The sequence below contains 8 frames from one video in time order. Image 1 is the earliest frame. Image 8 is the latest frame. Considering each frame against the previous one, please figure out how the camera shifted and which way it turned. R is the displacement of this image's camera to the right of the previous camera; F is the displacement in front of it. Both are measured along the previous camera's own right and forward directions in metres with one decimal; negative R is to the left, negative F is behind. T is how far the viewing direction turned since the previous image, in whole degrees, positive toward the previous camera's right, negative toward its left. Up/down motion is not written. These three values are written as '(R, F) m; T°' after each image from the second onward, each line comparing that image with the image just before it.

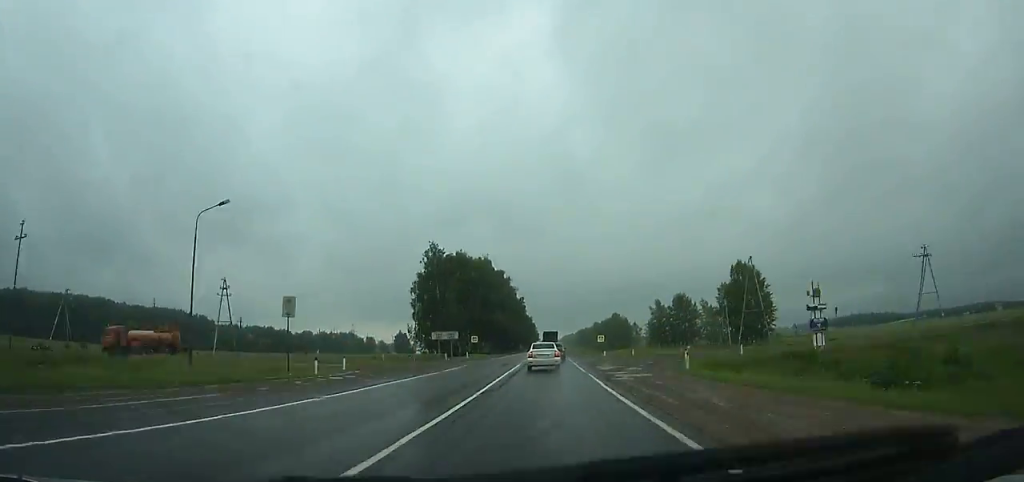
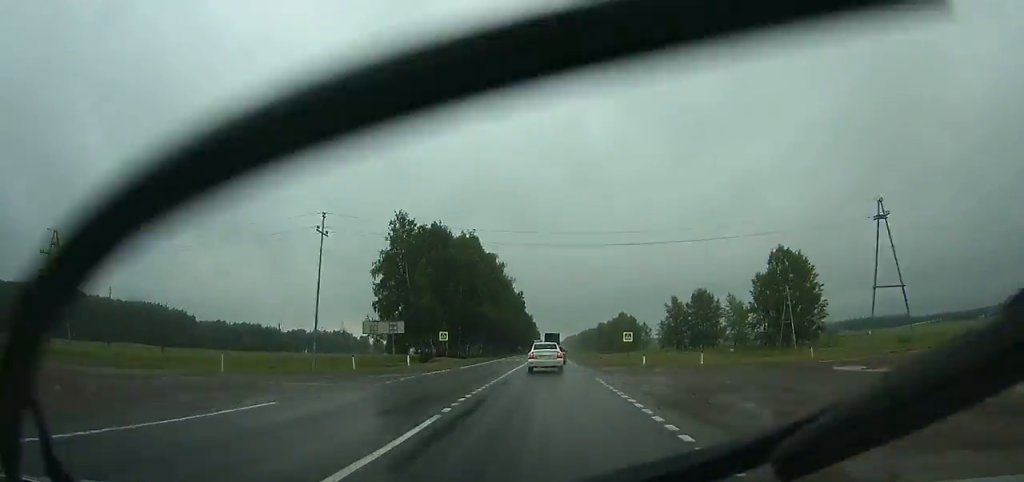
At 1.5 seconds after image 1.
(0.0, +28.2) m; 0°
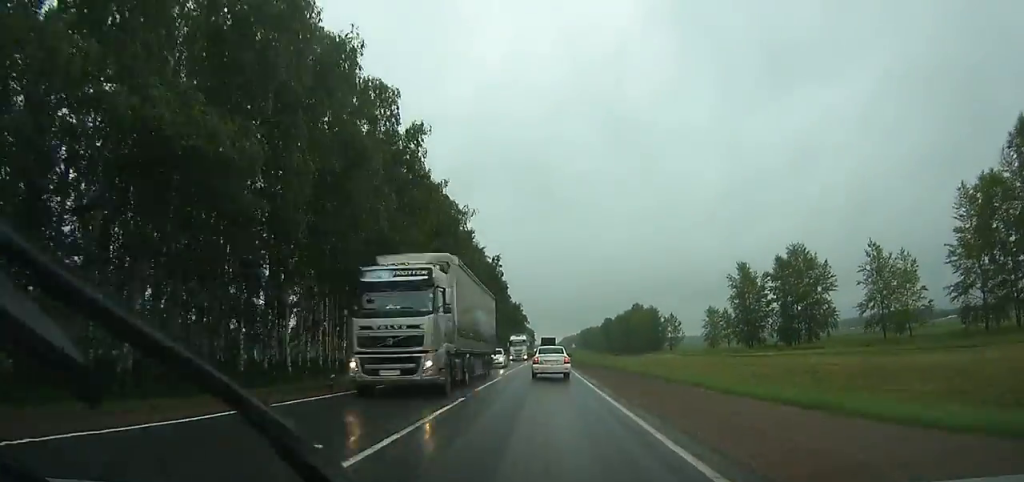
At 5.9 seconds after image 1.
(+0.2, +81.8) m; 0°
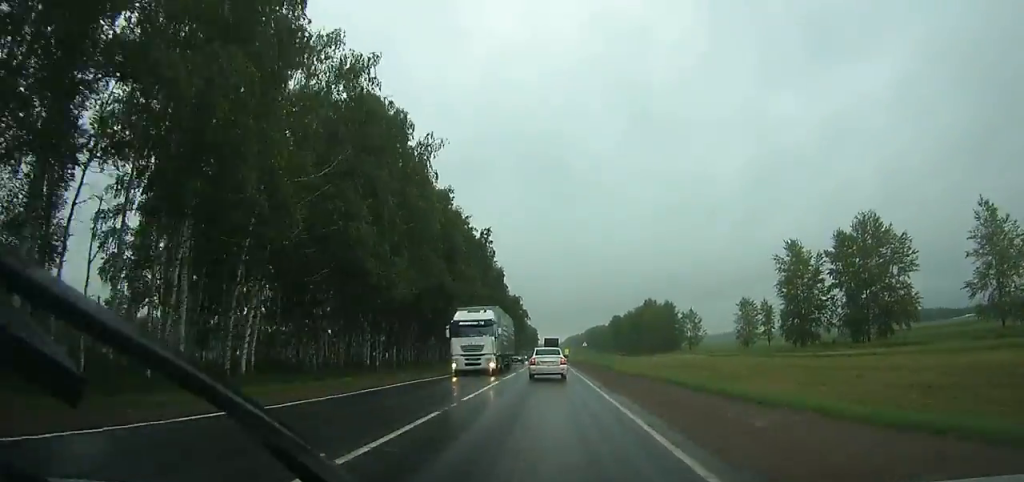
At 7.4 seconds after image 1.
(+0.1, +27.8) m; 0°
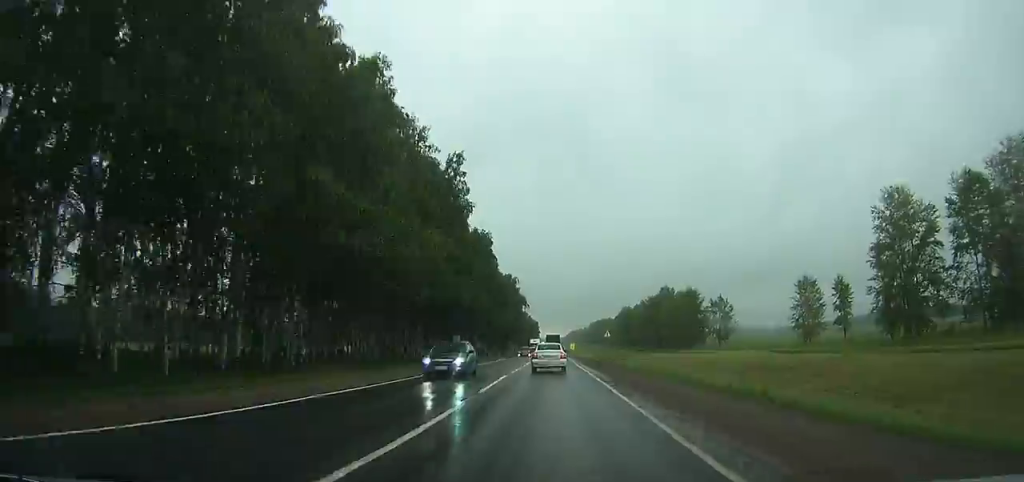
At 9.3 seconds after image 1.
(-0.2, +35.2) m; 0°
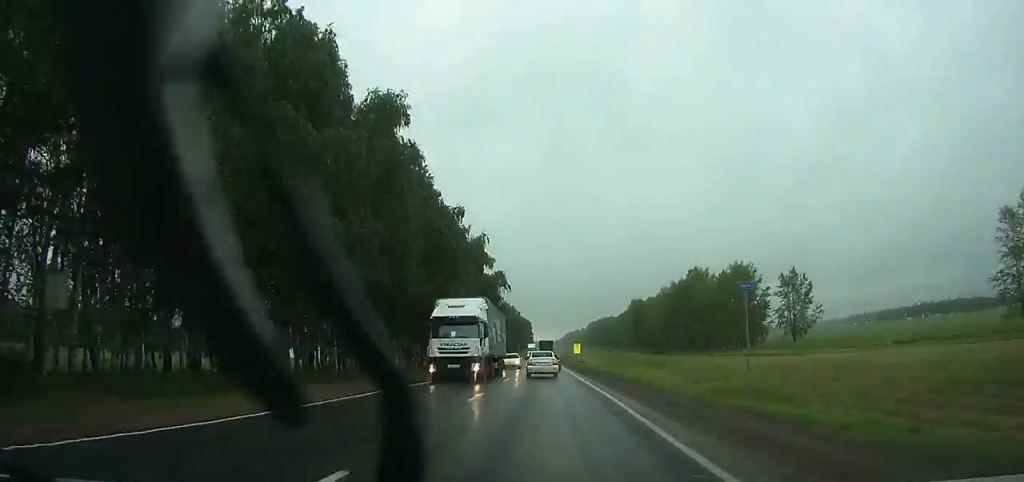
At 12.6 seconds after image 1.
(+0.2, +62.1) m; 0°
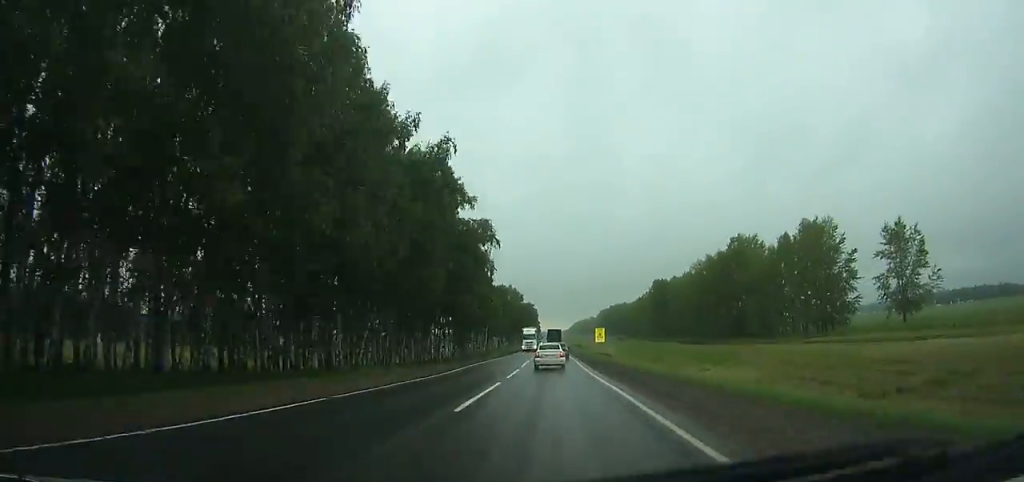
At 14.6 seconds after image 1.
(-0.1, +38.6) m; 0°
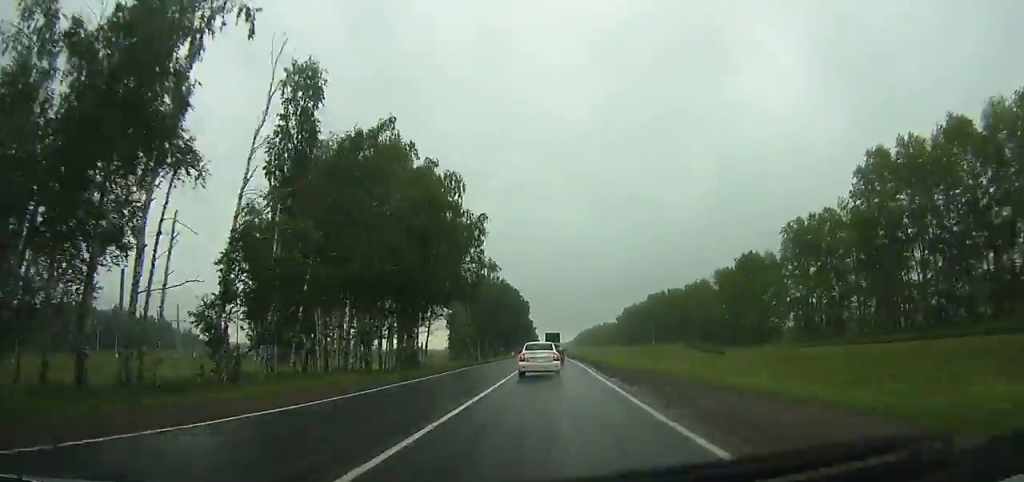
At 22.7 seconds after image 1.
(-1.0, +161.9) m; -1°
